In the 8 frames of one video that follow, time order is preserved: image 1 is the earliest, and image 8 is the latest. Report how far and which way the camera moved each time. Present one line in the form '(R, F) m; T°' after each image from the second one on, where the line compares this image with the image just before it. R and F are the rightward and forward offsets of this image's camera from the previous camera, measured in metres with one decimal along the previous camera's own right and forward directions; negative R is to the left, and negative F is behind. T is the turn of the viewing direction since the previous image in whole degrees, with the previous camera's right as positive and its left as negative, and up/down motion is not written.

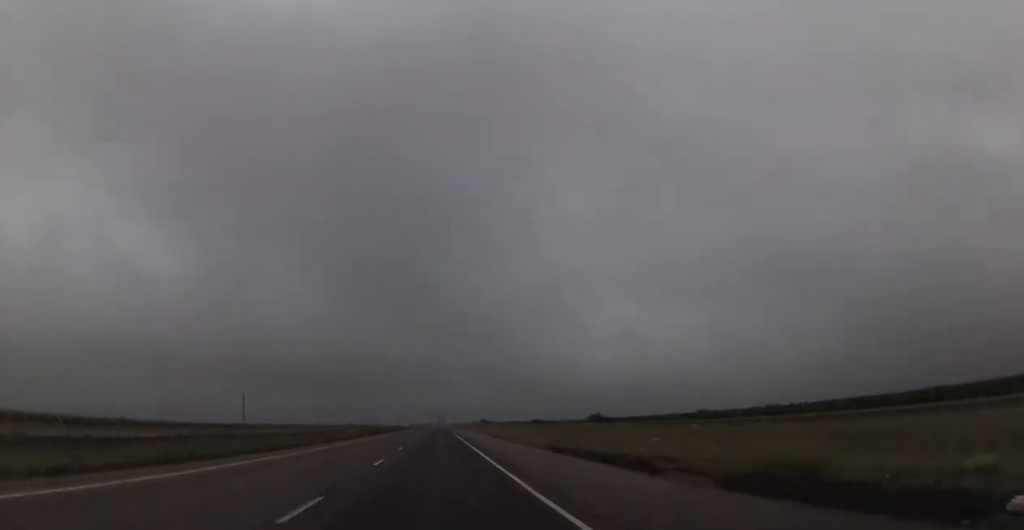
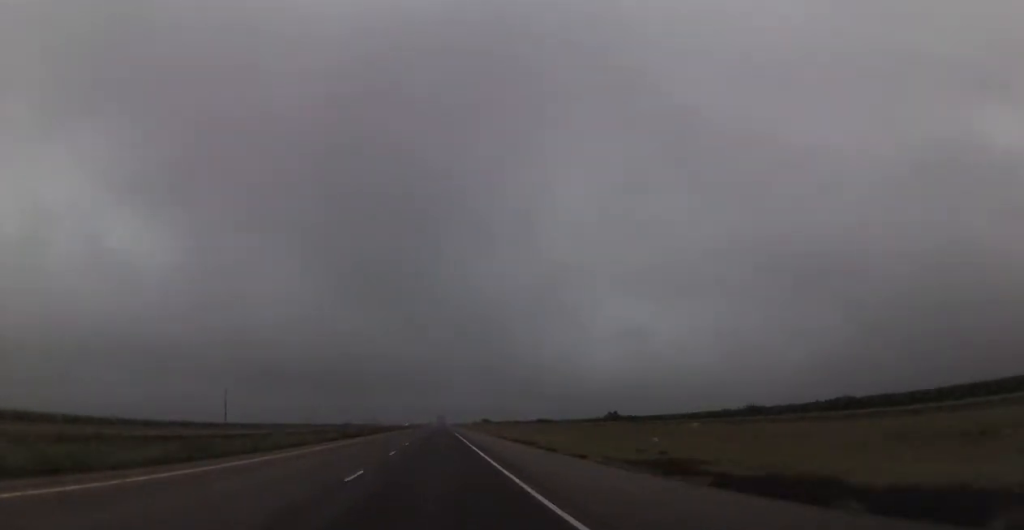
(0.0, +18.2) m; 0°
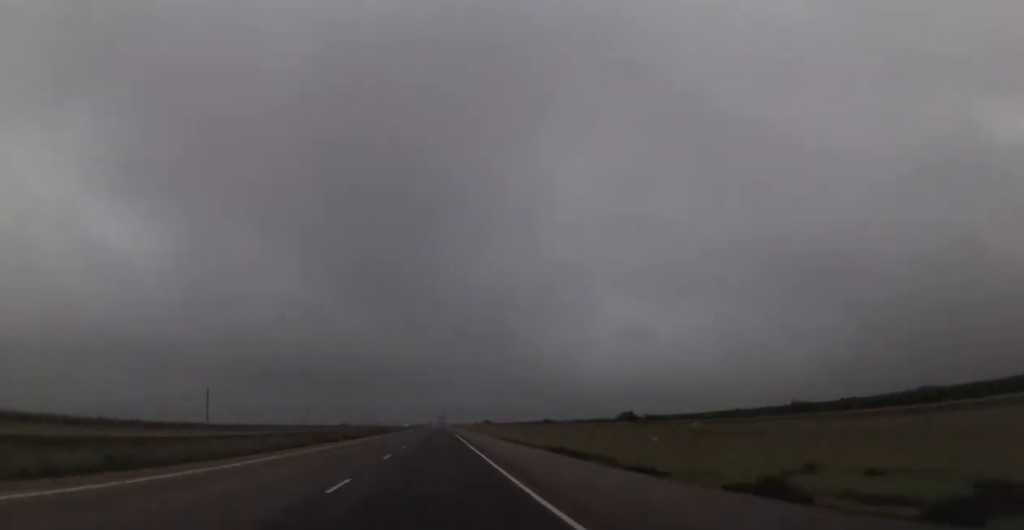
(-0.1, +14.5) m; 0°
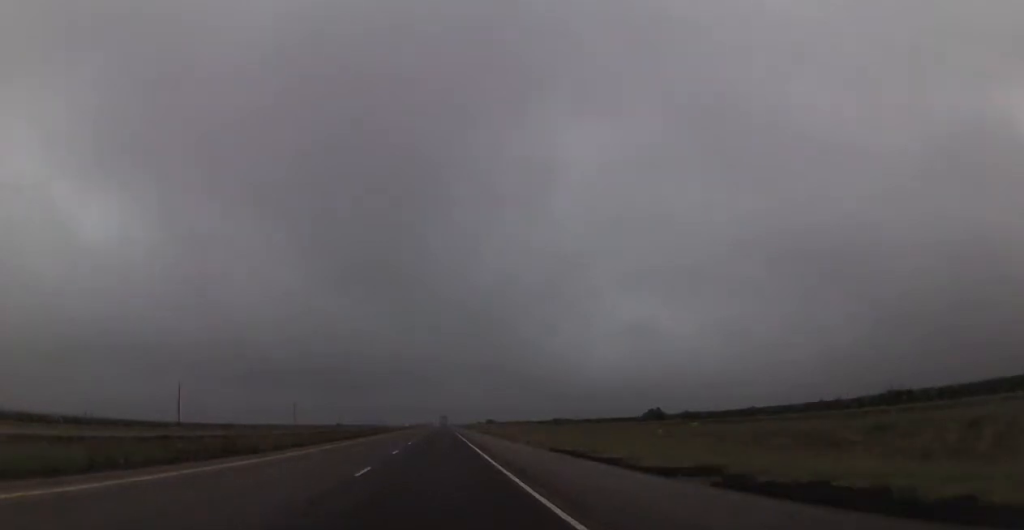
(+0.1, +20.6) m; 0°
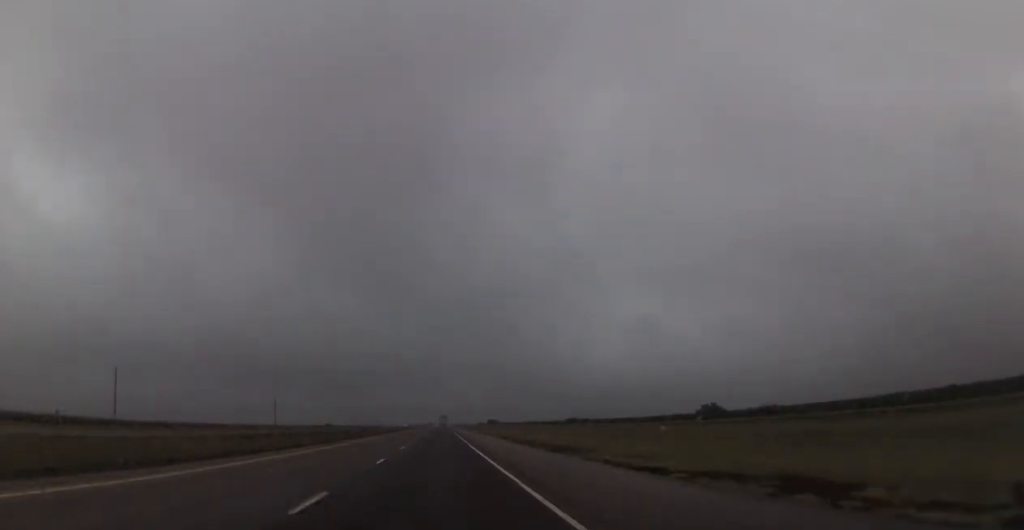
(+0.4, +31.4) m; 0°
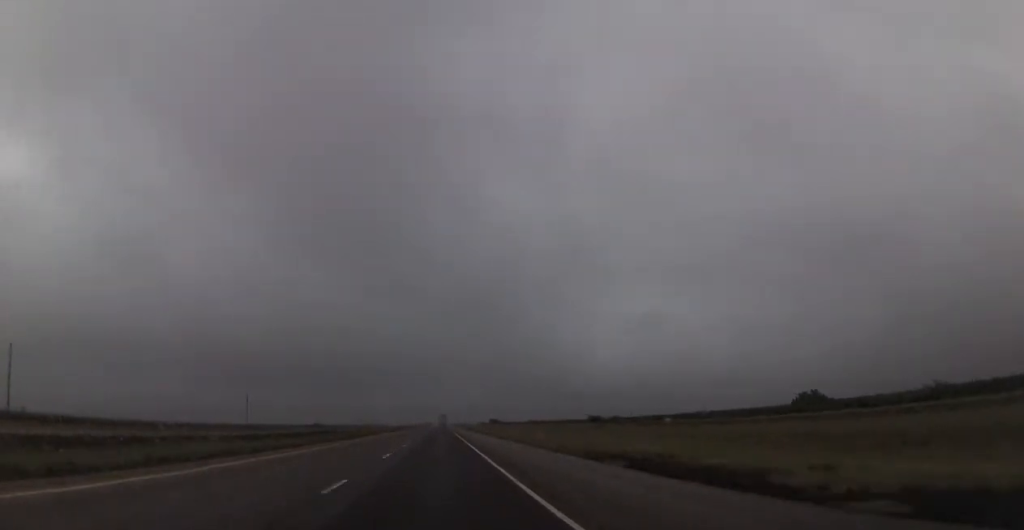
(-0.5, +33.9) m; 0°
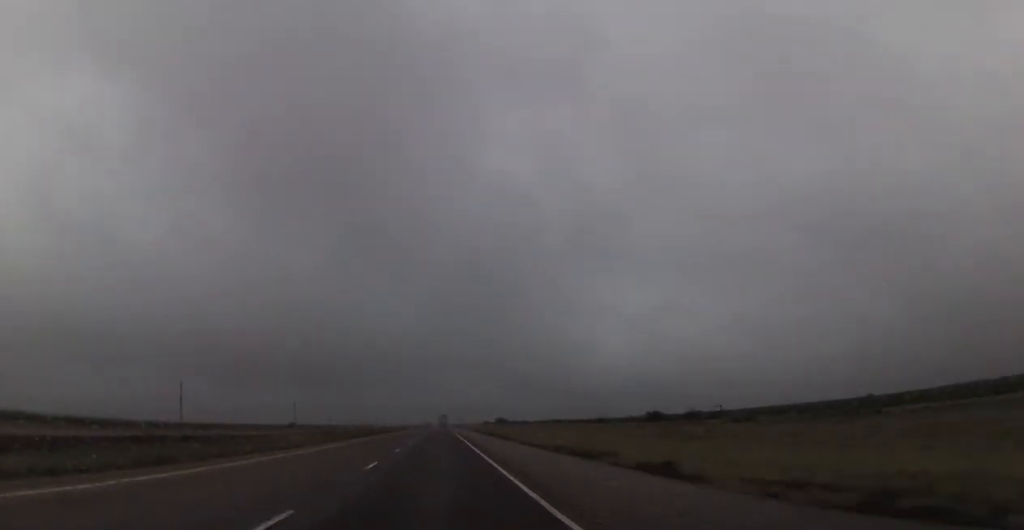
(+0.8, +54.6) m; +1°
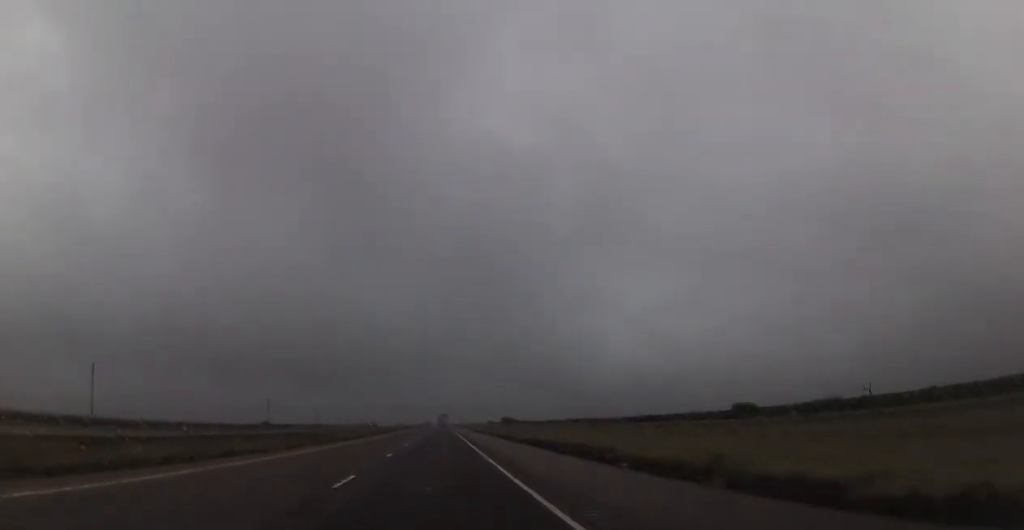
(-0.4, +42.4) m; -1°
